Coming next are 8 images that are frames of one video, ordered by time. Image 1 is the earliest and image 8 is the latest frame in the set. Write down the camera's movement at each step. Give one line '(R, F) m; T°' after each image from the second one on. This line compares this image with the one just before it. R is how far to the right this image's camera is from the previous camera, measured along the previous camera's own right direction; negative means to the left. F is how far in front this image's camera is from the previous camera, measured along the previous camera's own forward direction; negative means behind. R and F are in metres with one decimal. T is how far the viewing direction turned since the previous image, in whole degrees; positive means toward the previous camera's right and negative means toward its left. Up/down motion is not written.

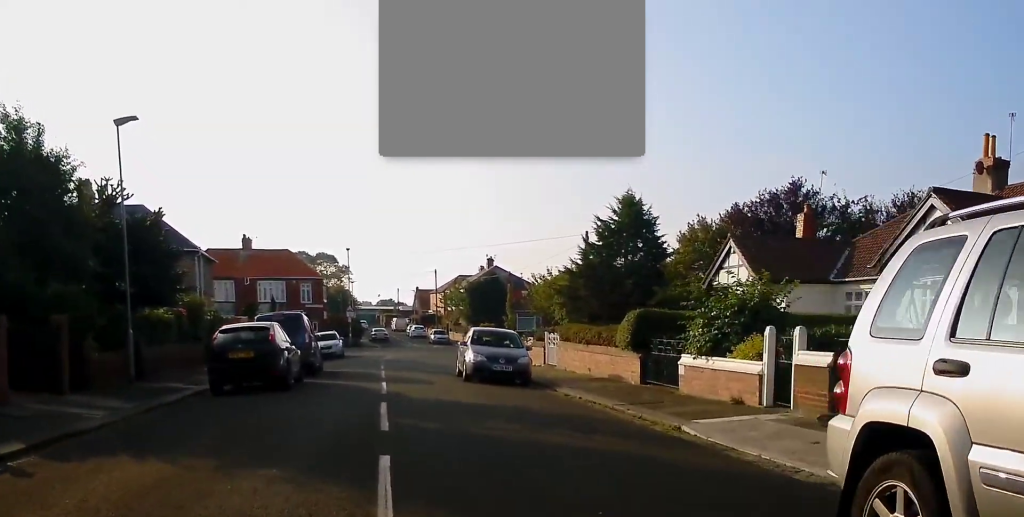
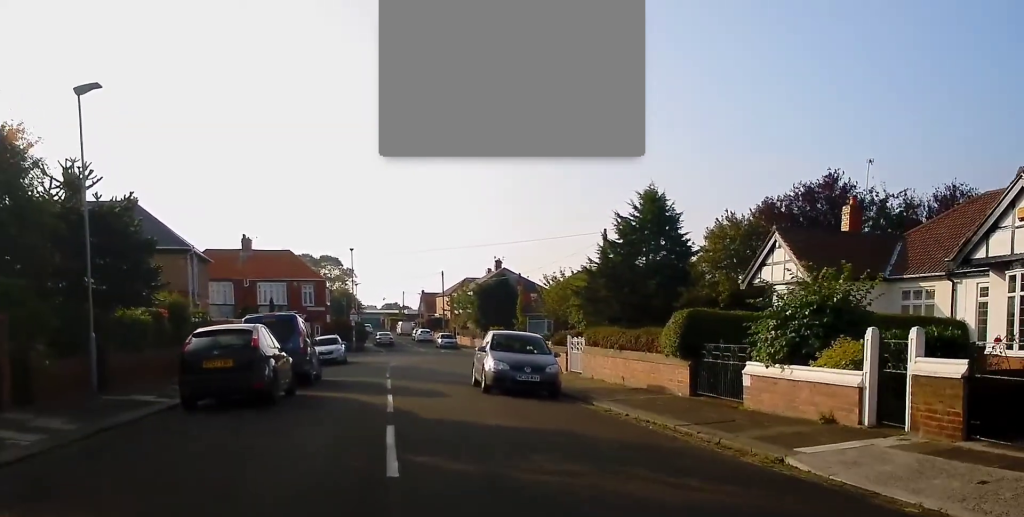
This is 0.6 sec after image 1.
(-0.1, +2.9) m; 0°
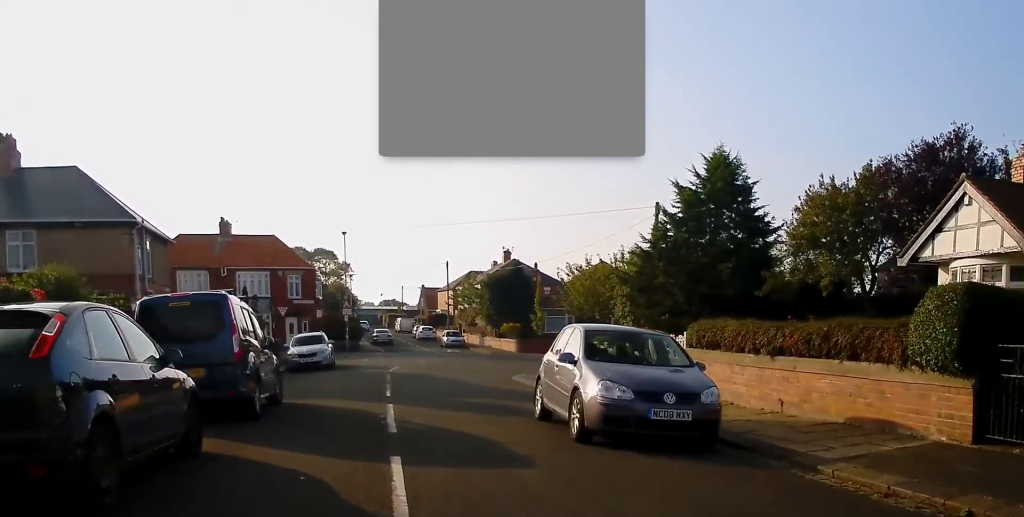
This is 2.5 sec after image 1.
(+0.3, +8.8) m; 0°
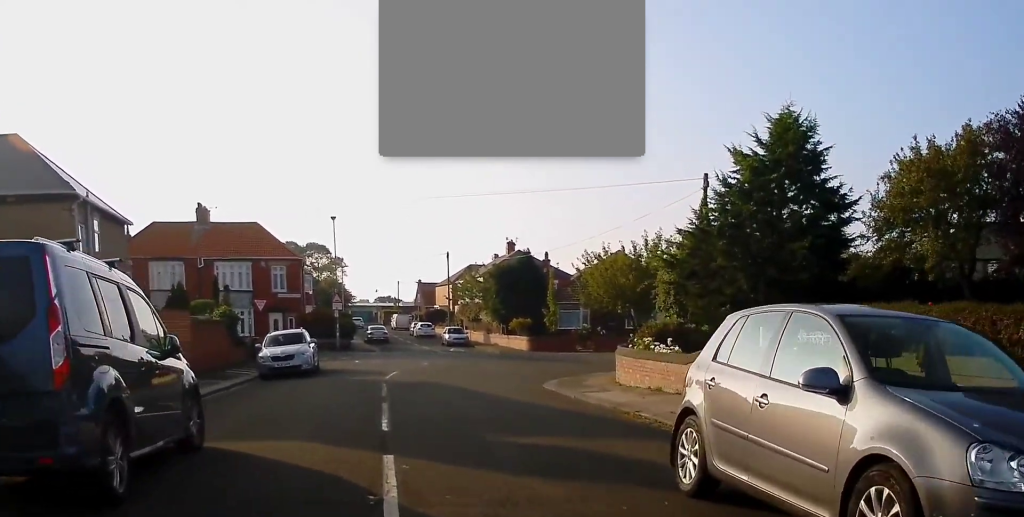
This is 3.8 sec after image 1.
(+0.1, +6.2) m; +2°
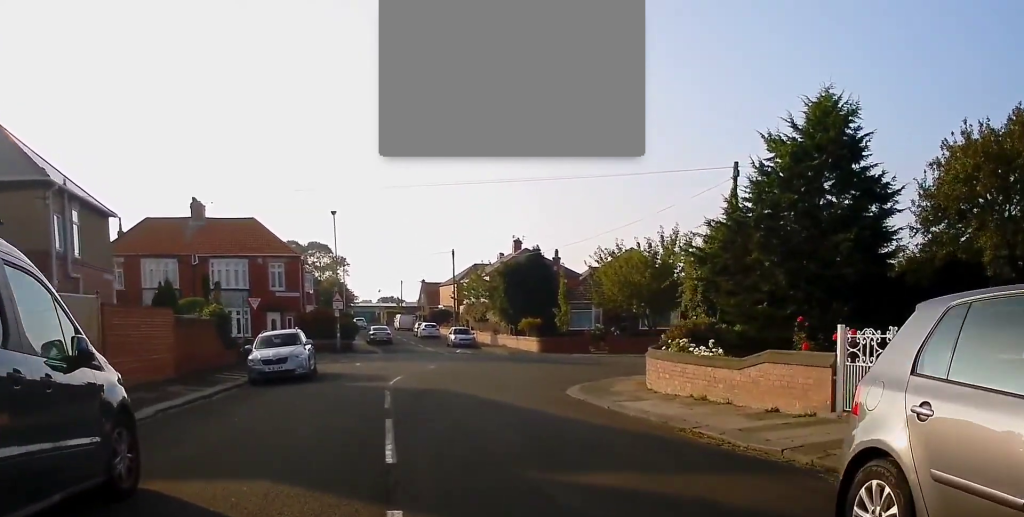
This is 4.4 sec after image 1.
(+0.1, +2.4) m; +1°
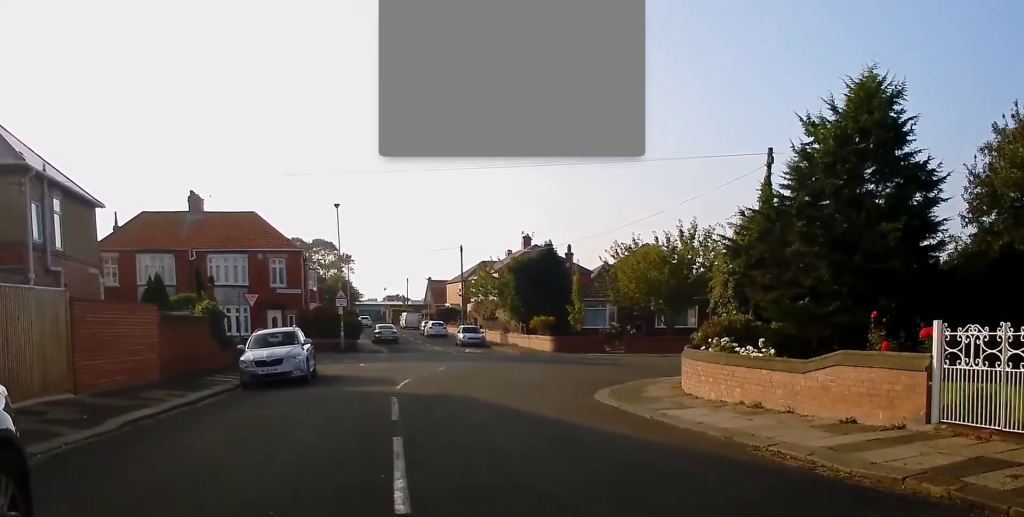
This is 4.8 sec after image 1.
(0.0, +2.0) m; -1°
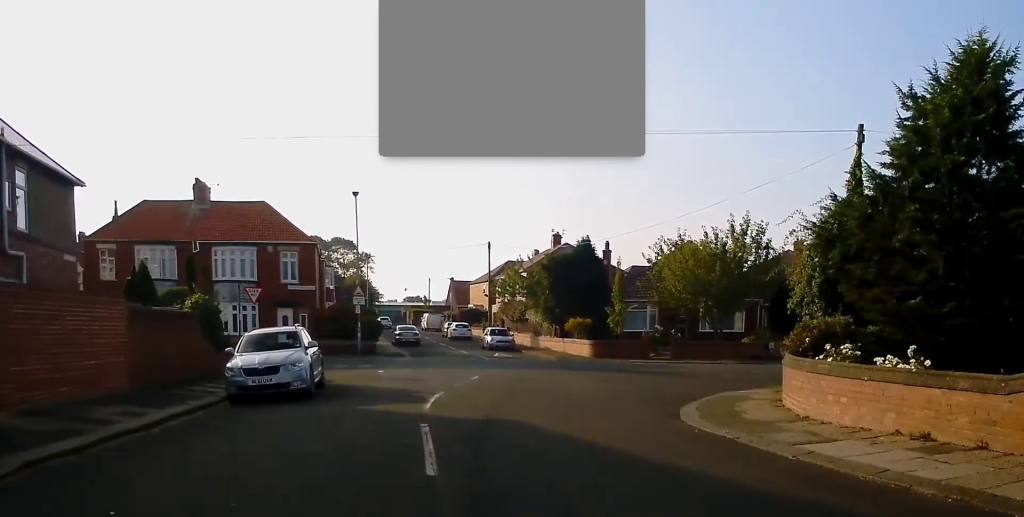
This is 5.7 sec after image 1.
(0.0, +4.1) m; -5°
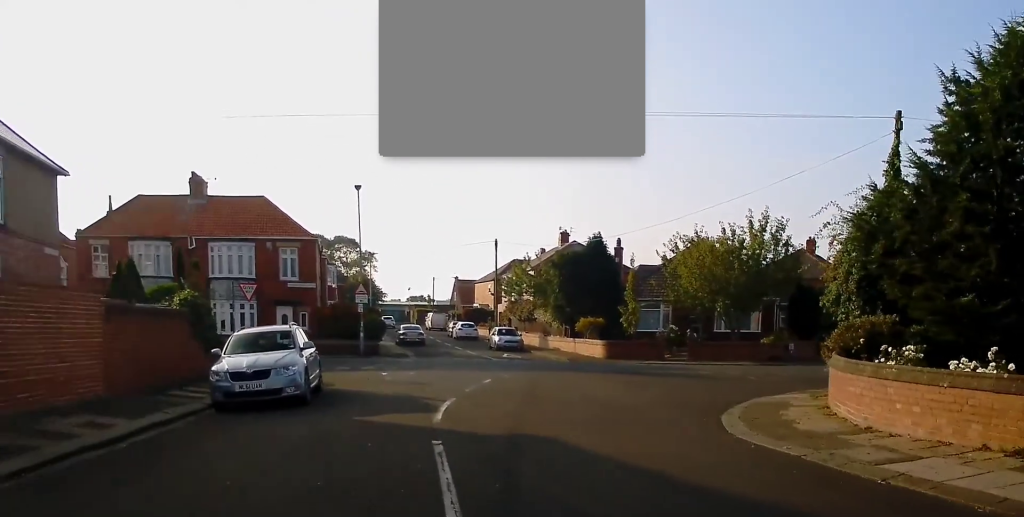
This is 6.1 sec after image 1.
(-0.2, +1.8) m; 0°
